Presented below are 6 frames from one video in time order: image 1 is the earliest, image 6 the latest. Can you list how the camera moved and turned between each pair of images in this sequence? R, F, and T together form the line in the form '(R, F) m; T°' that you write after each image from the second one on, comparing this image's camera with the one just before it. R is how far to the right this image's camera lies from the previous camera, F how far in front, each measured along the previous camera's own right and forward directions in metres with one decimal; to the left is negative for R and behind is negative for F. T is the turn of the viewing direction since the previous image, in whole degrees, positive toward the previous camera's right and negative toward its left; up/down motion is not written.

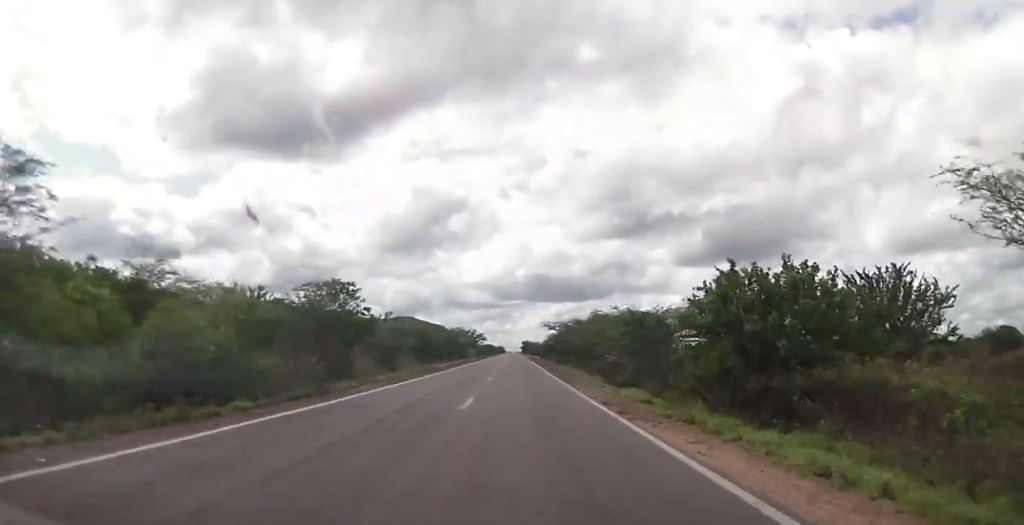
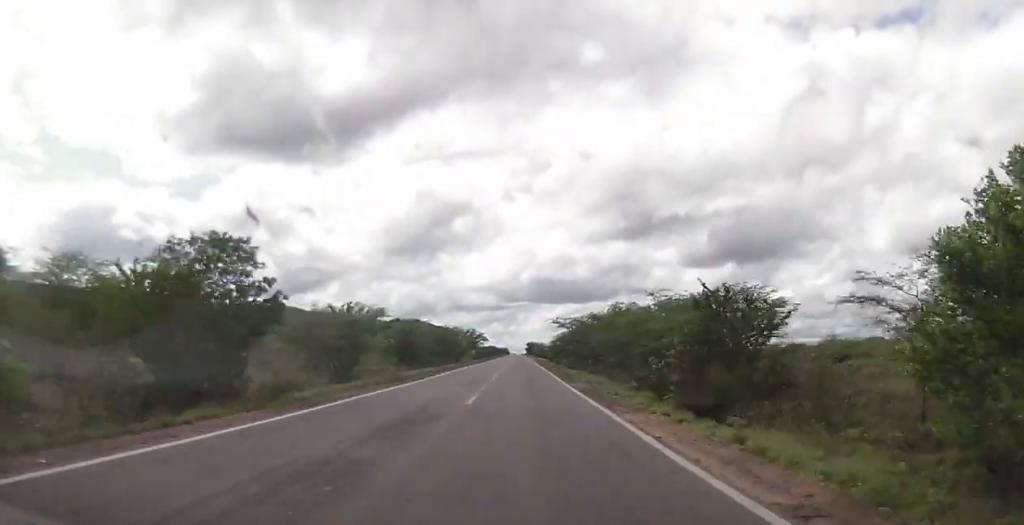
(+0.1, +14.0) m; 0°
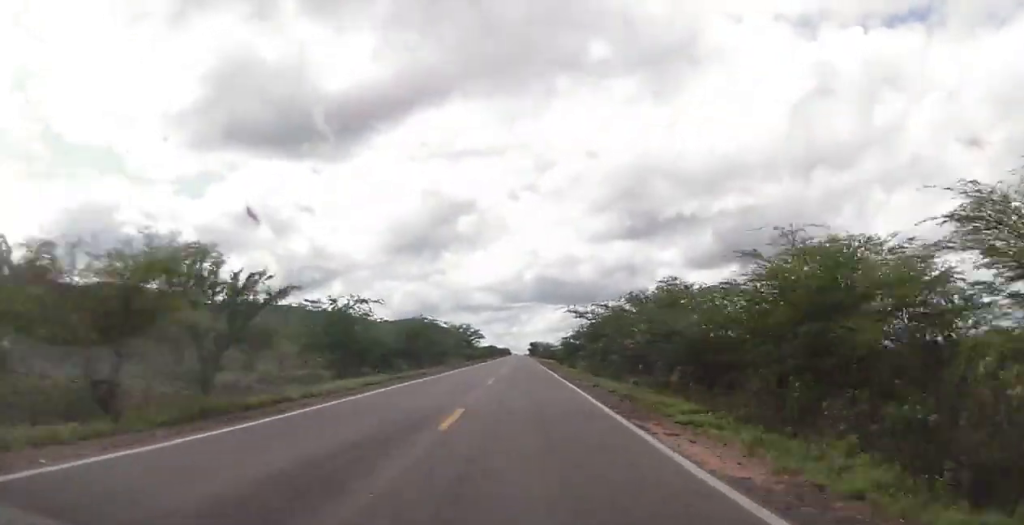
(-0.1, +22.1) m; -1°
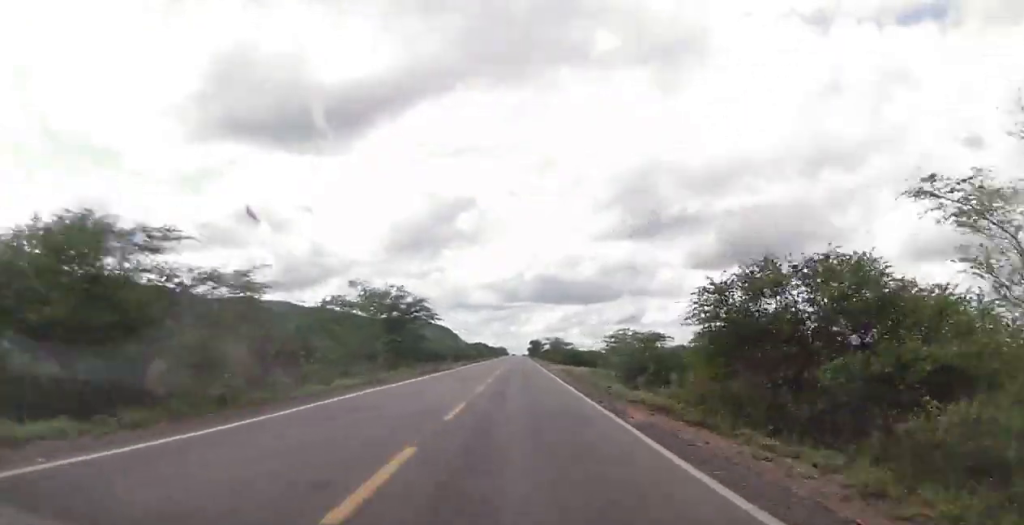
(-0.4, +62.9) m; 0°
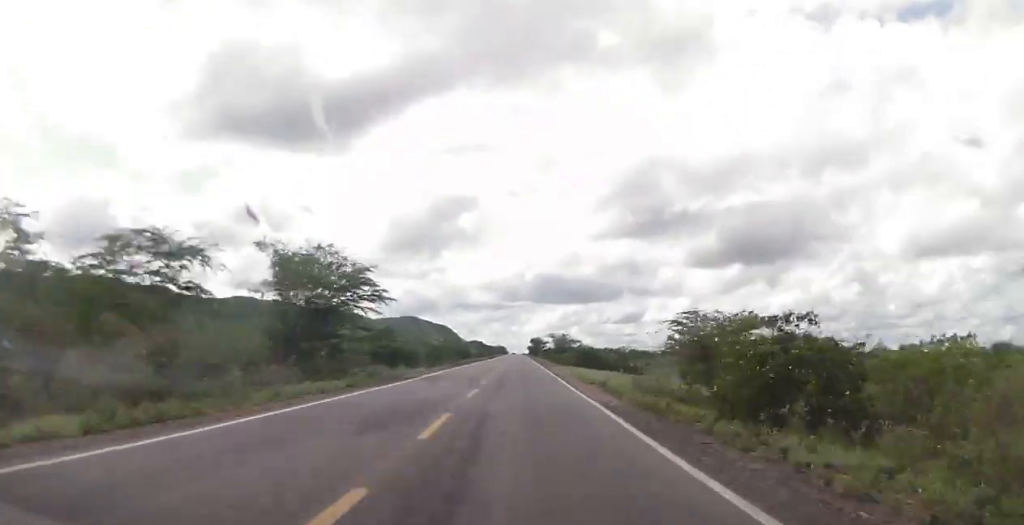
(+0.1, +18.8) m; 0°
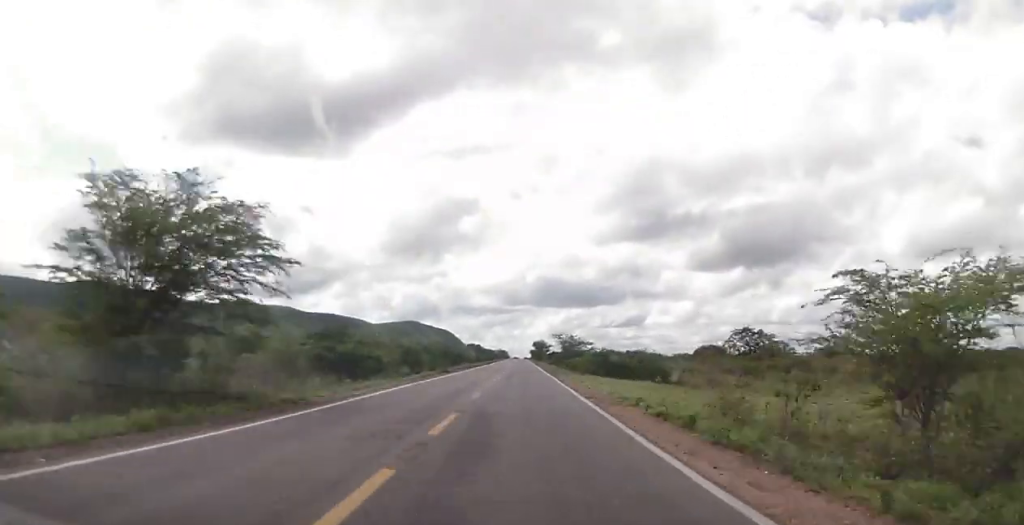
(+0.1, +14.8) m; 0°
